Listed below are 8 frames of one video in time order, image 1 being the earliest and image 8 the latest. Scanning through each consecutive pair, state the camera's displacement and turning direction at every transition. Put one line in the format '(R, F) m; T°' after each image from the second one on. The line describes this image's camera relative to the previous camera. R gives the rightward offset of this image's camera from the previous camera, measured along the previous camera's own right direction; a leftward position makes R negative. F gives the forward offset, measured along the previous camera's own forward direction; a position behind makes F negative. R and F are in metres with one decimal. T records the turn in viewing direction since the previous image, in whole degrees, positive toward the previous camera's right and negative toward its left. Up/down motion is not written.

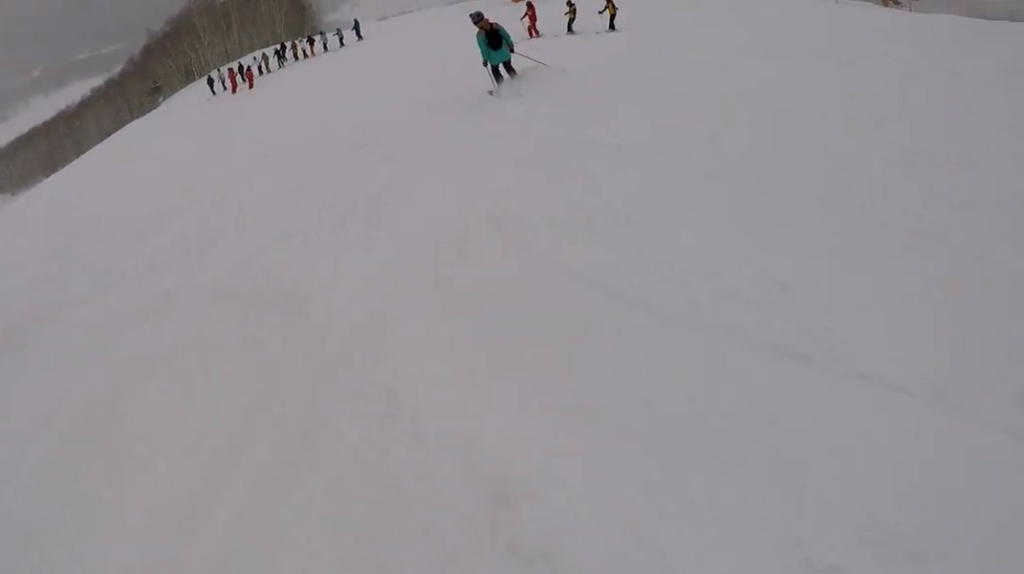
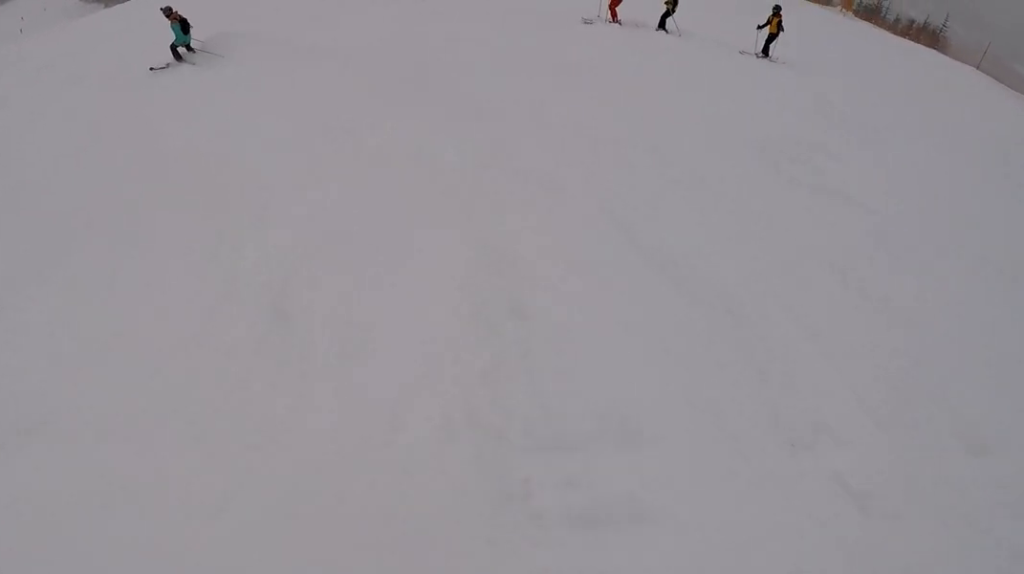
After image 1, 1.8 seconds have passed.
(-2.3, +7.9) m; -36°
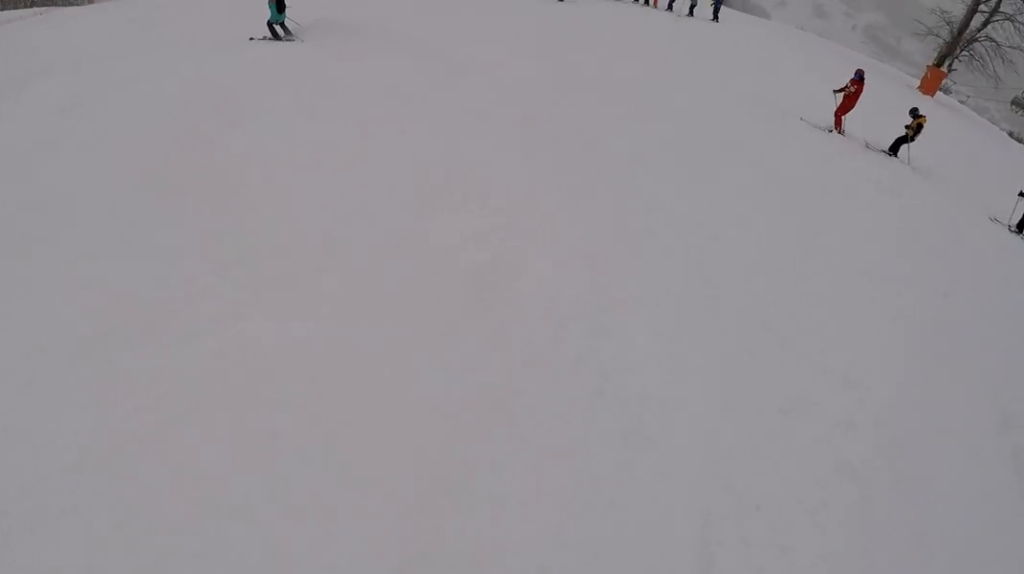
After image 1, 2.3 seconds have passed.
(+0.4, +2.4) m; -15°
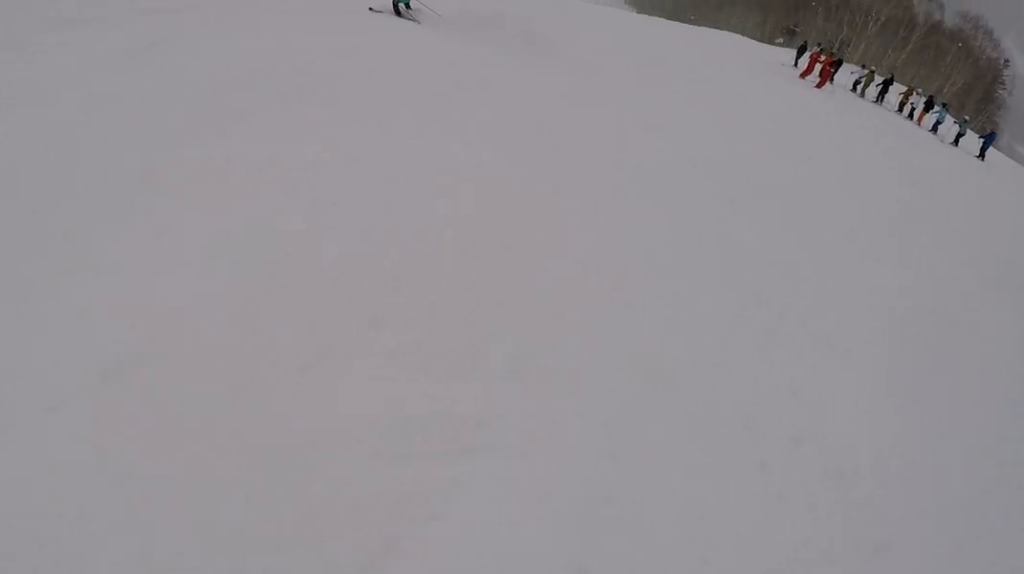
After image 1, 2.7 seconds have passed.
(-0.7, +1.9) m; -15°
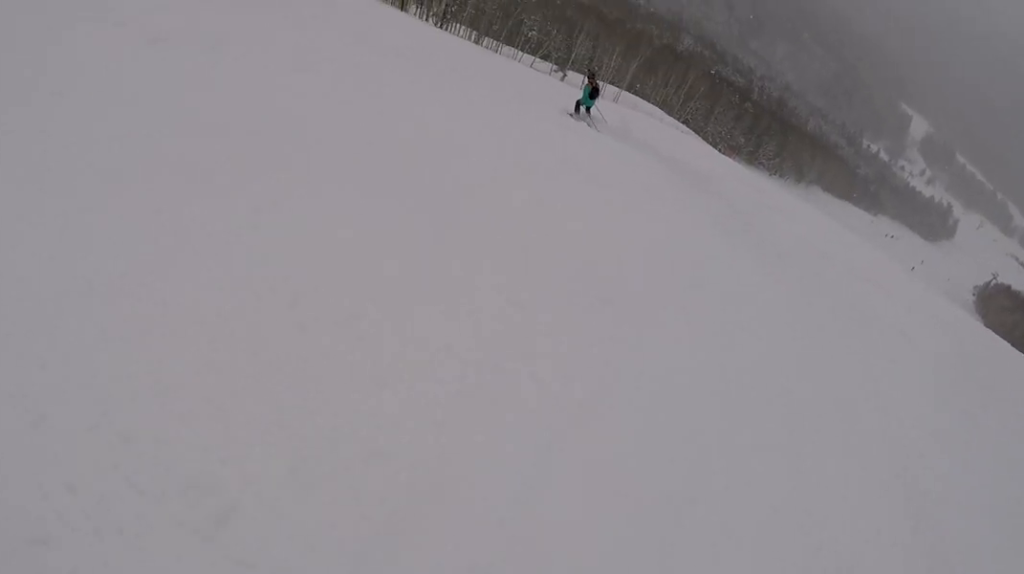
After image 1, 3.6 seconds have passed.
(-1.3, +3.8) m; -28°
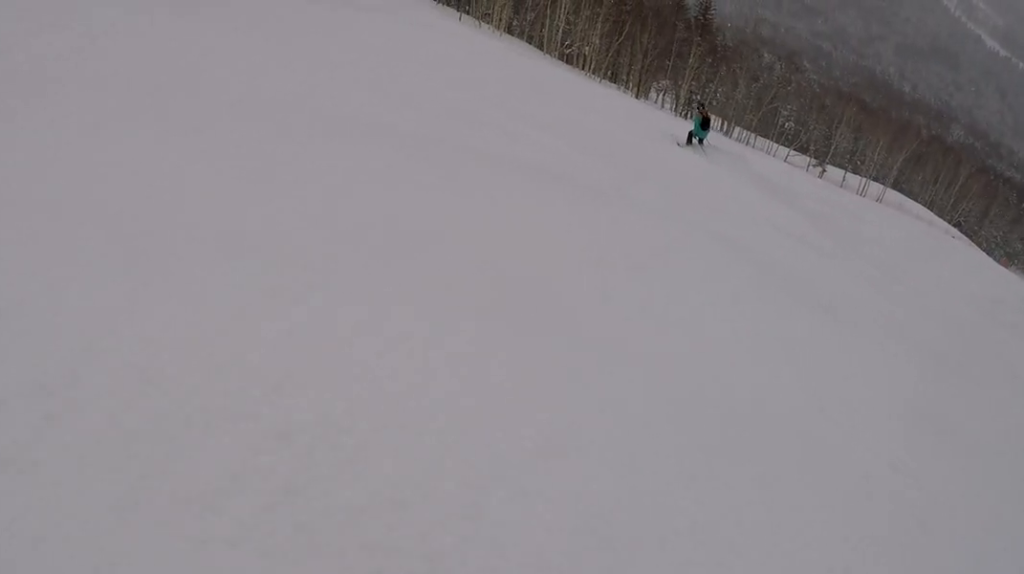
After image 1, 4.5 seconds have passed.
(-0.4, +4.1) m; -24°
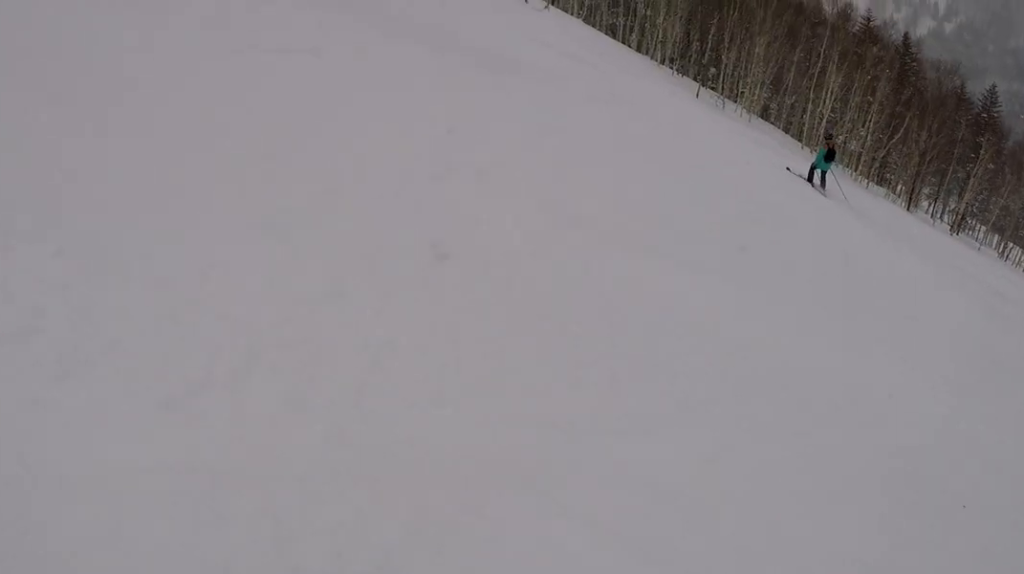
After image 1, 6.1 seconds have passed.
(-1.4, +6.0) m; -4°
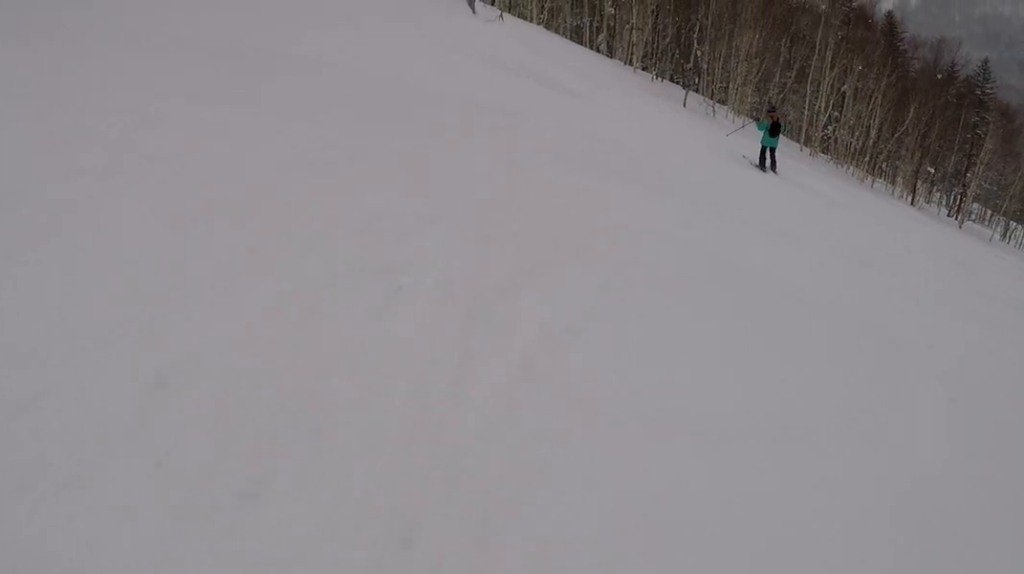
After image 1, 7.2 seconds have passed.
(0.0, +3.7) m; -10°
